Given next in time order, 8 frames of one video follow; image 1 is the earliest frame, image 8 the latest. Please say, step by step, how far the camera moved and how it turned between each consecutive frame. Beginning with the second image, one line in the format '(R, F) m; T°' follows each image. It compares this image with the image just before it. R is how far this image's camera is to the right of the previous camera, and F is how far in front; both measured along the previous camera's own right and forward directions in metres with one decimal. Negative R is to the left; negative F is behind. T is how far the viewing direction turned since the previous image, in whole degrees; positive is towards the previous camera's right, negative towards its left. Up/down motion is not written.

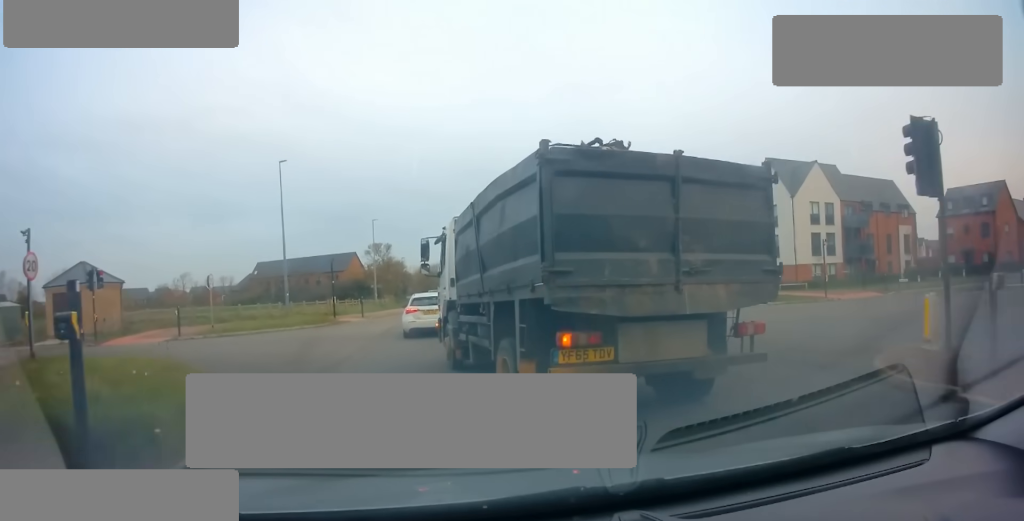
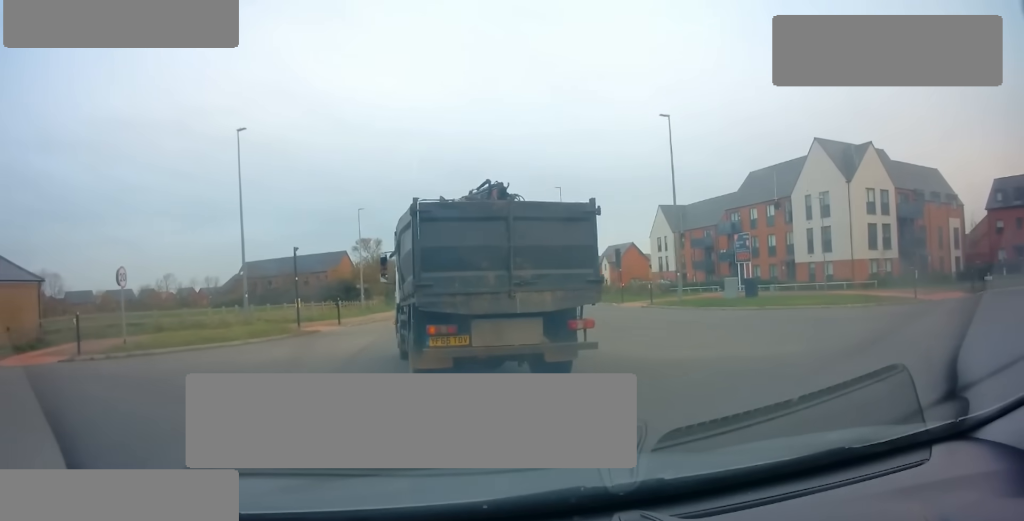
(0.0, +8.5) m; +1°
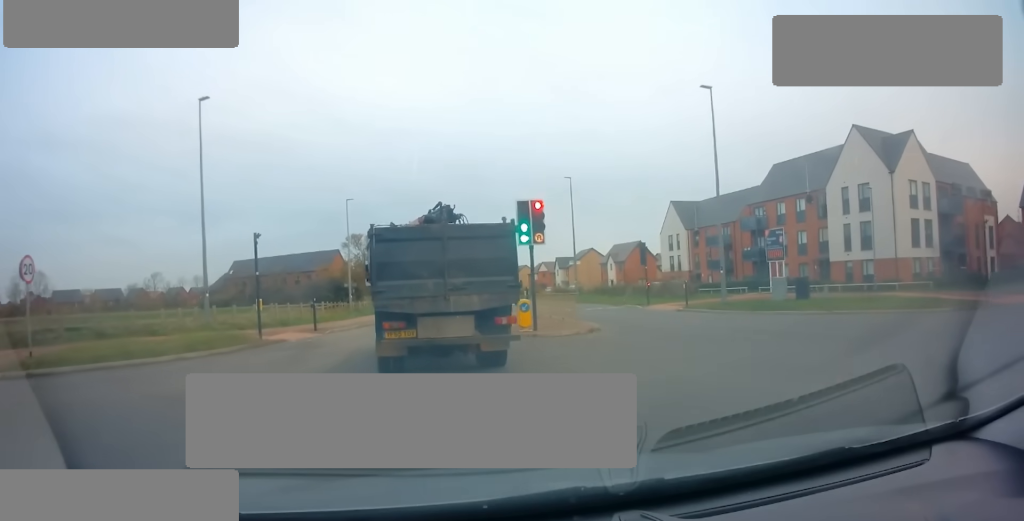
(+0.1, +5.6) m; +2°
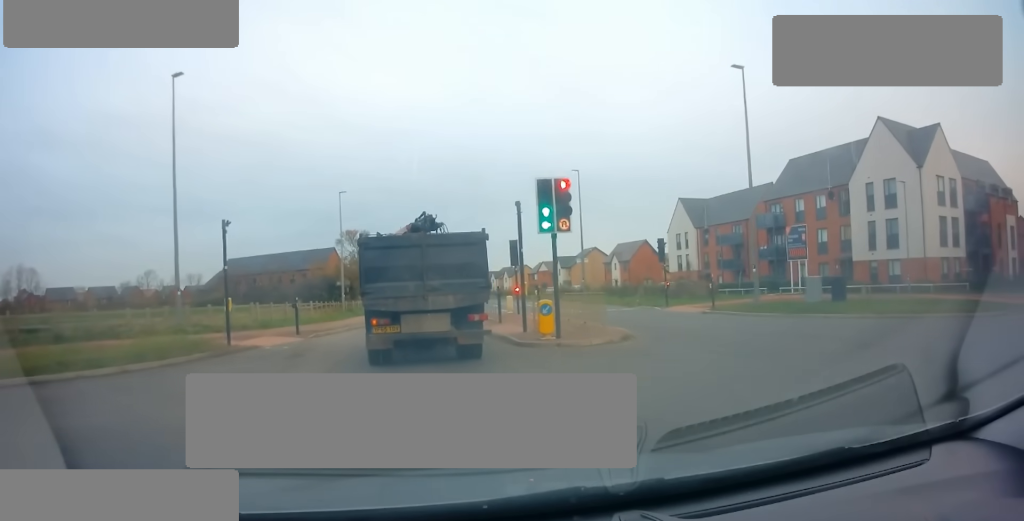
(+0.1, +3.0) m; +1°
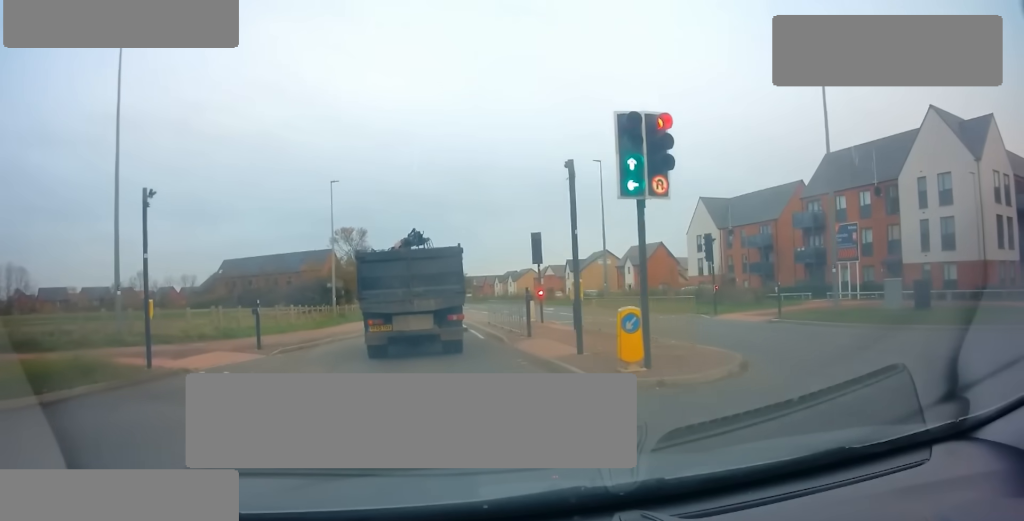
(0.0, +5.8) m; -1°
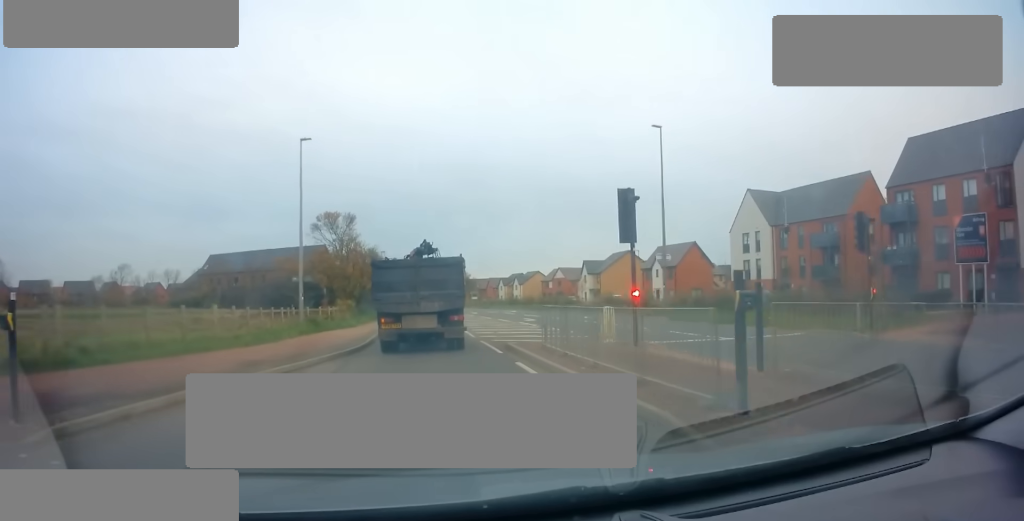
(-0.2, +11.2) m; -1°
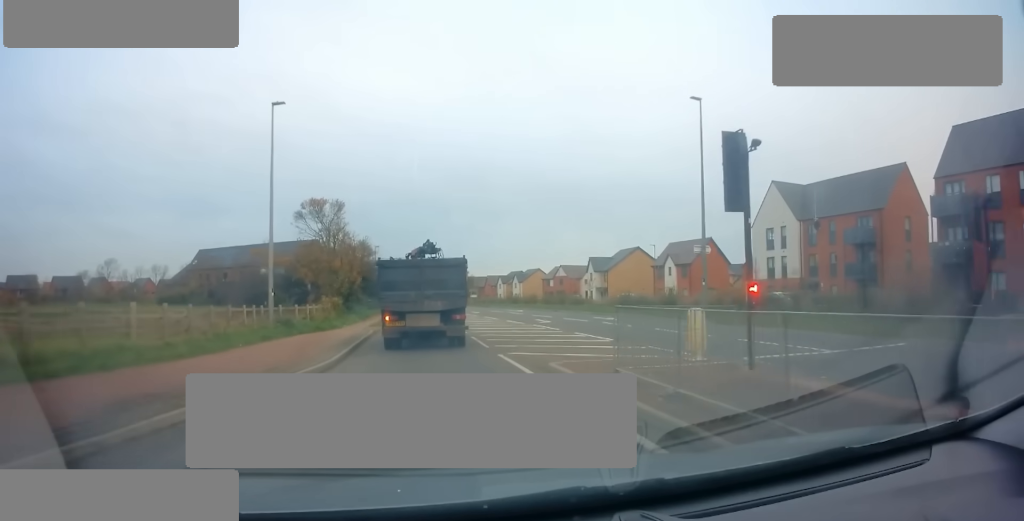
(0.0, +5.3) m; +1°
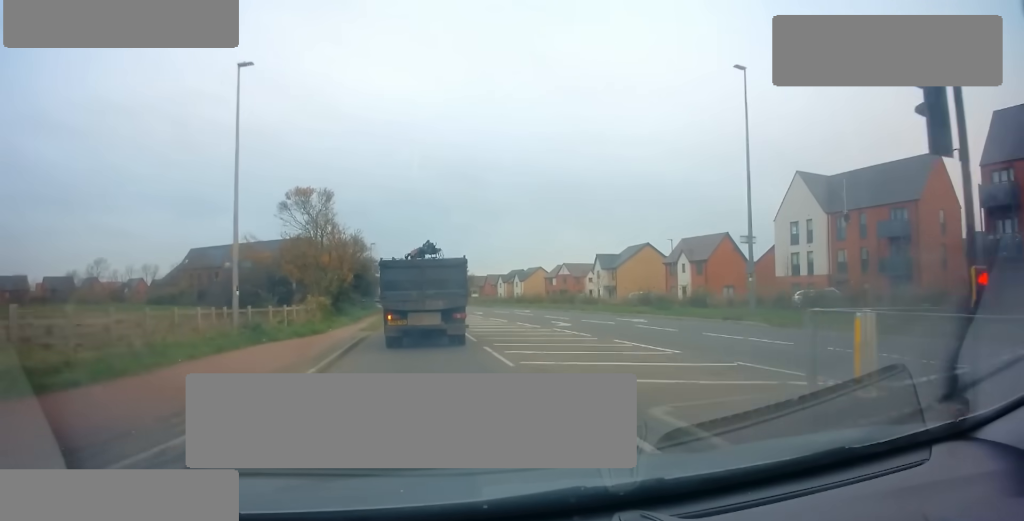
(-0.1, +4.6) m; +1°
